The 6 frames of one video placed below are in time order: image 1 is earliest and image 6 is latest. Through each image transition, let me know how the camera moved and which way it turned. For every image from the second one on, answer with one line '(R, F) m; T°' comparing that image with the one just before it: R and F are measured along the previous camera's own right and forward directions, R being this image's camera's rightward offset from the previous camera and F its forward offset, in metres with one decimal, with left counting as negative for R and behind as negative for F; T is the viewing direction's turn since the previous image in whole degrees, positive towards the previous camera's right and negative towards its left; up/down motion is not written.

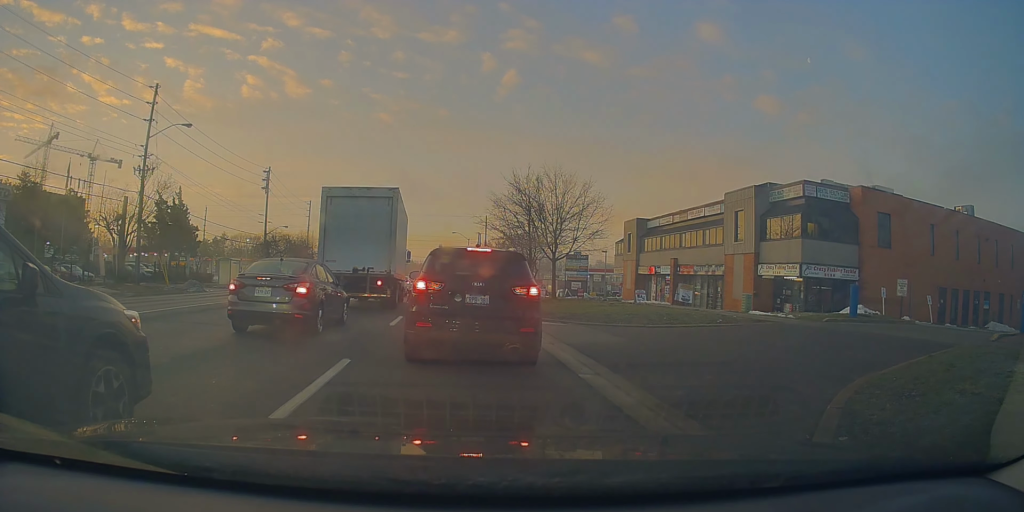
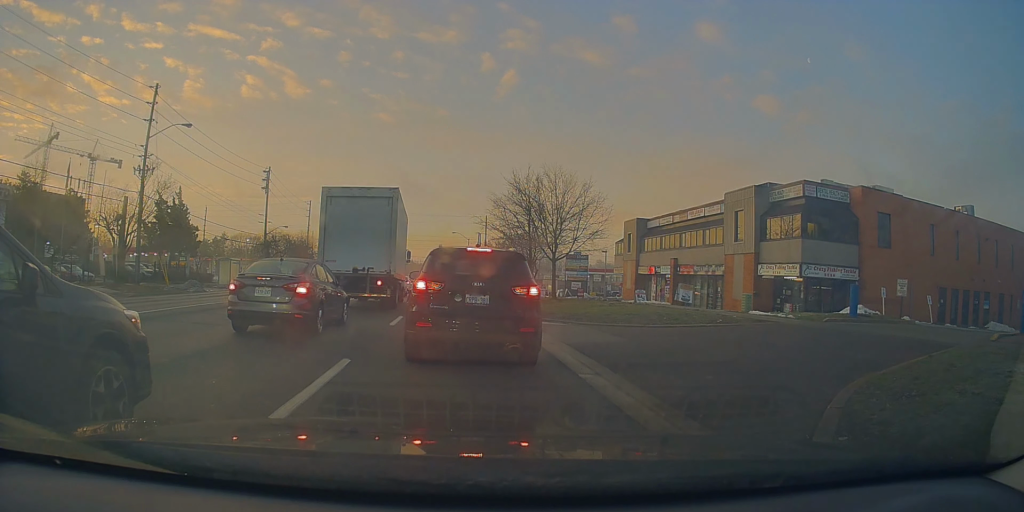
(0.0, 0.0) m; 0°
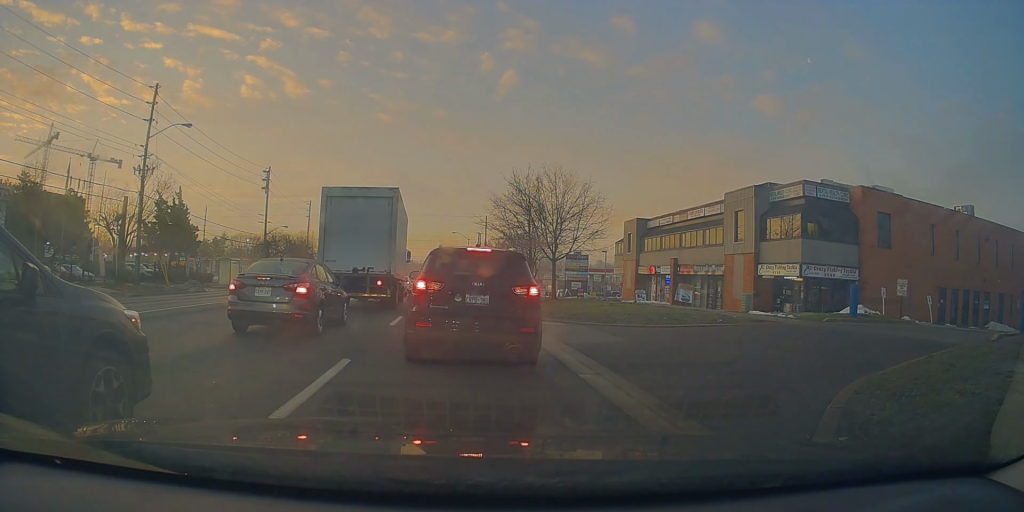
(0.0, 0.0) m; 0°
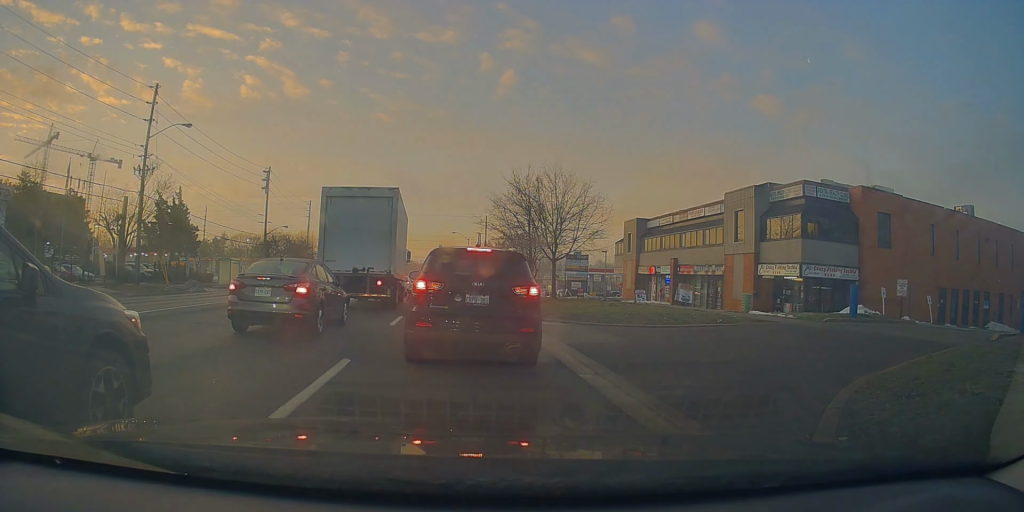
(0.0, 0.0) m; 0°
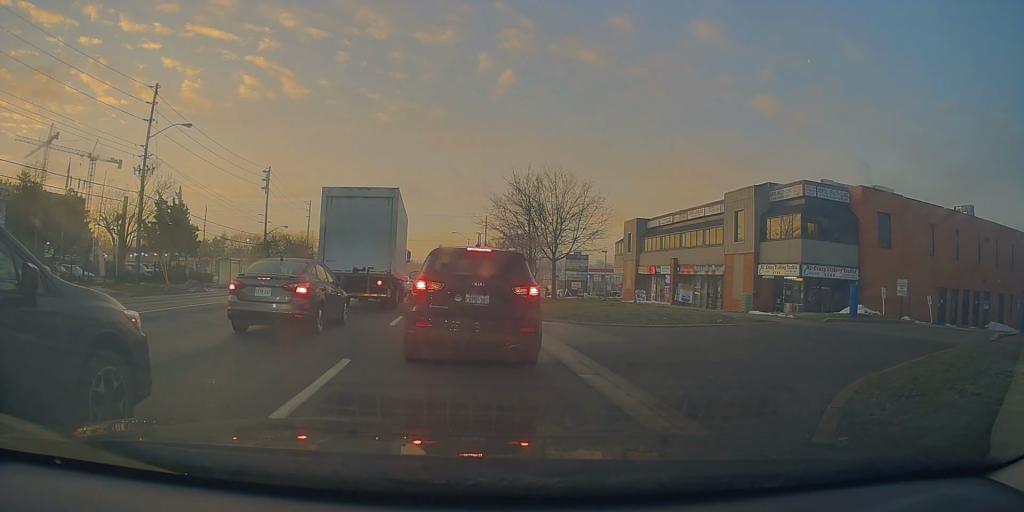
(0.0, 0.0) m; 0°
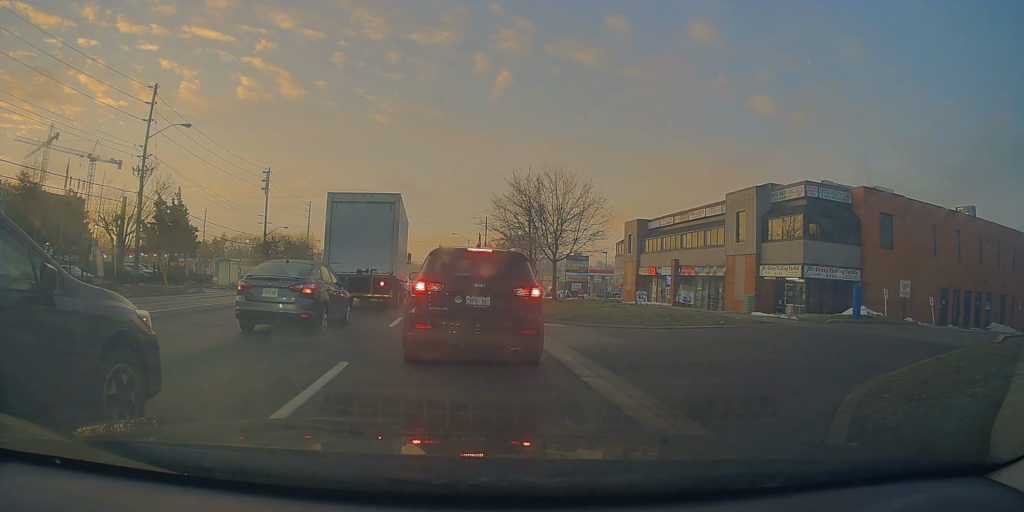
(0.0, 0.0) m; 0°
